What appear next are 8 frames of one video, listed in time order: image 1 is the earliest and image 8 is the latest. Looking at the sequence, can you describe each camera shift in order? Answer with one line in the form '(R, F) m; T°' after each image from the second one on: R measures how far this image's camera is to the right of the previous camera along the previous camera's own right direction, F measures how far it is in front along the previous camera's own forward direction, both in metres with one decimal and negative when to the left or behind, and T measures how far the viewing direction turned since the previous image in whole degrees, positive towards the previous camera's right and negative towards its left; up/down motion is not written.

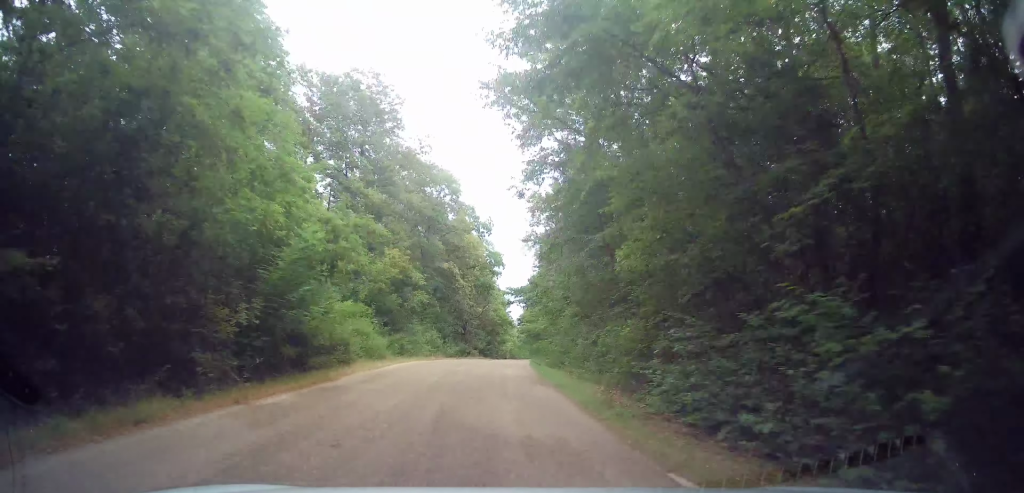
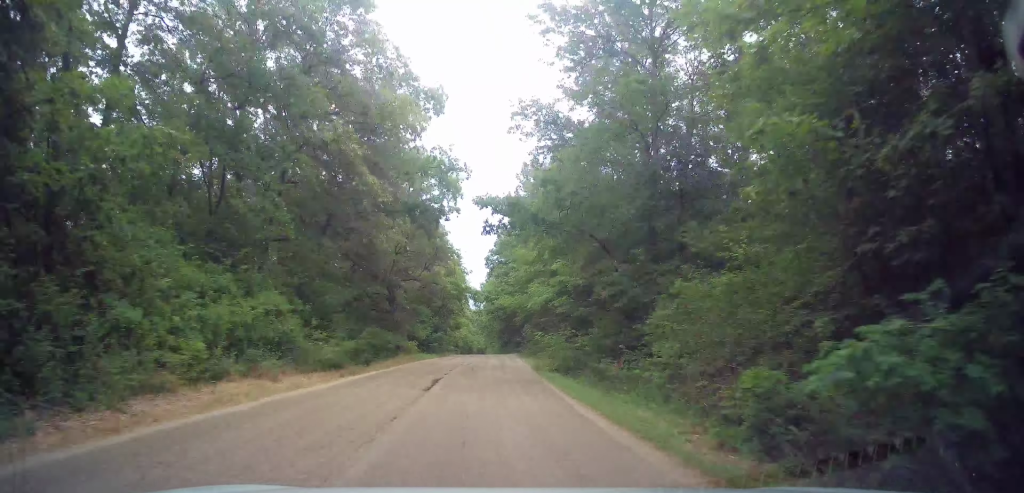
(+1.3, +24.2) m; +6°
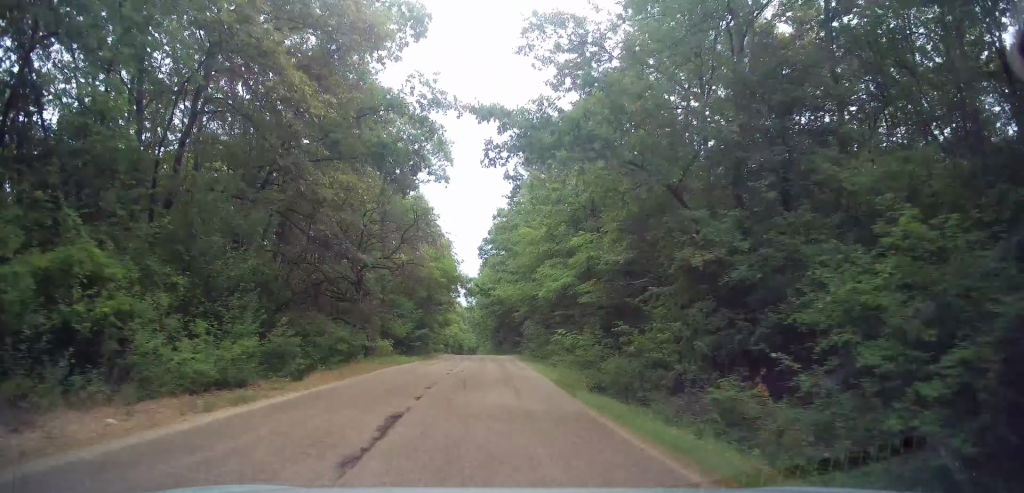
(+0.1, +8.0) m; +1°
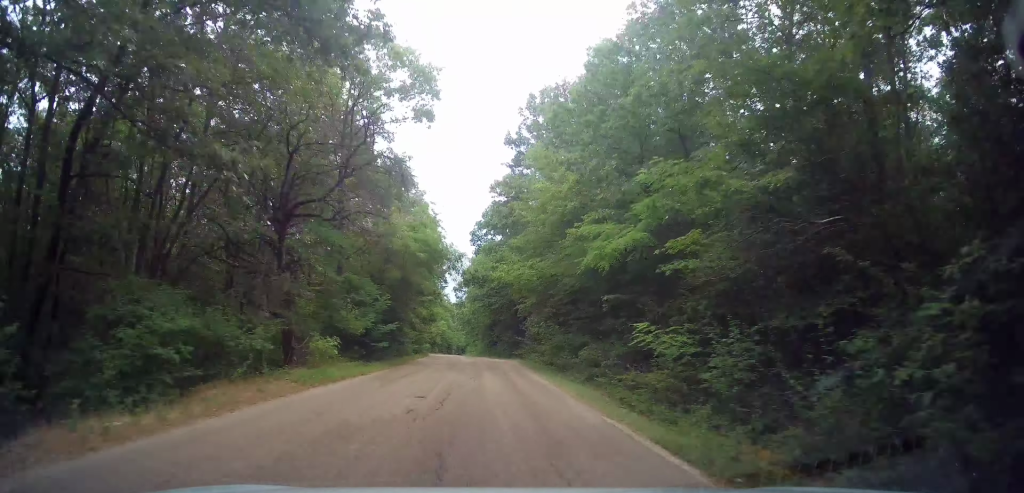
(0.0, +10.0) m; +1°
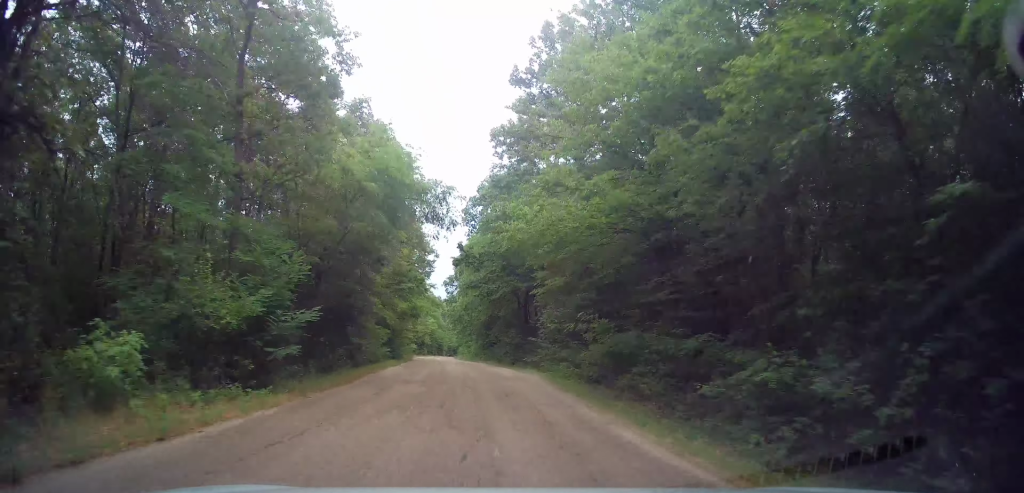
(+0.2, +12.9) m; +1°
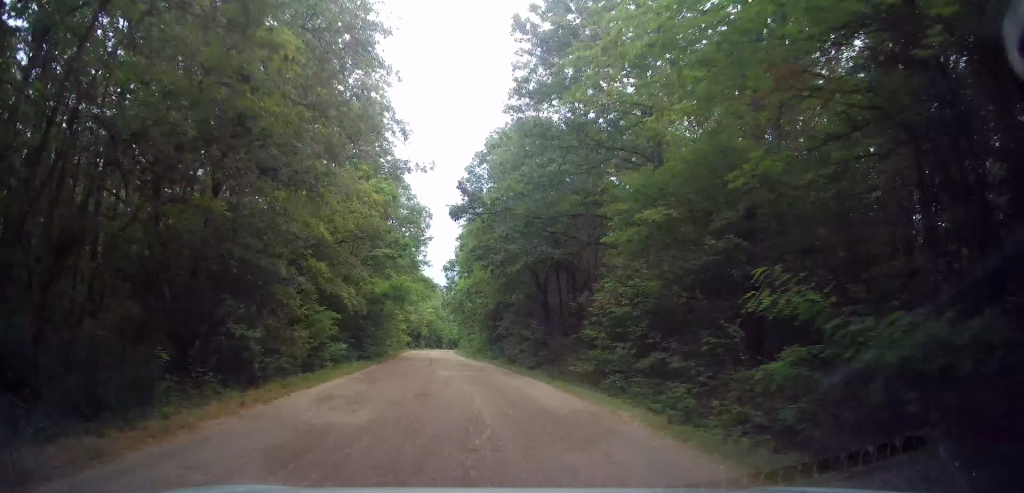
(+0.1, +13.0) m; 0°
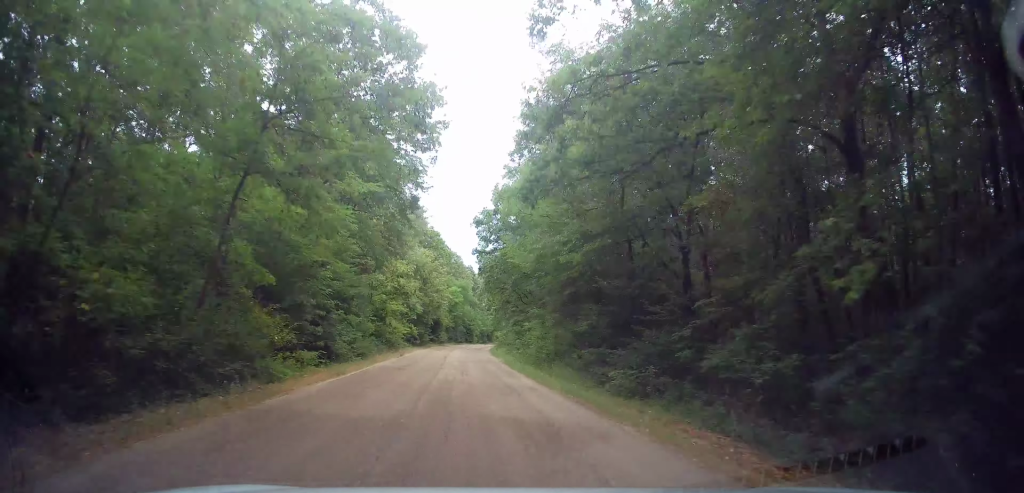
(-0.2, +34.9) m; -1°
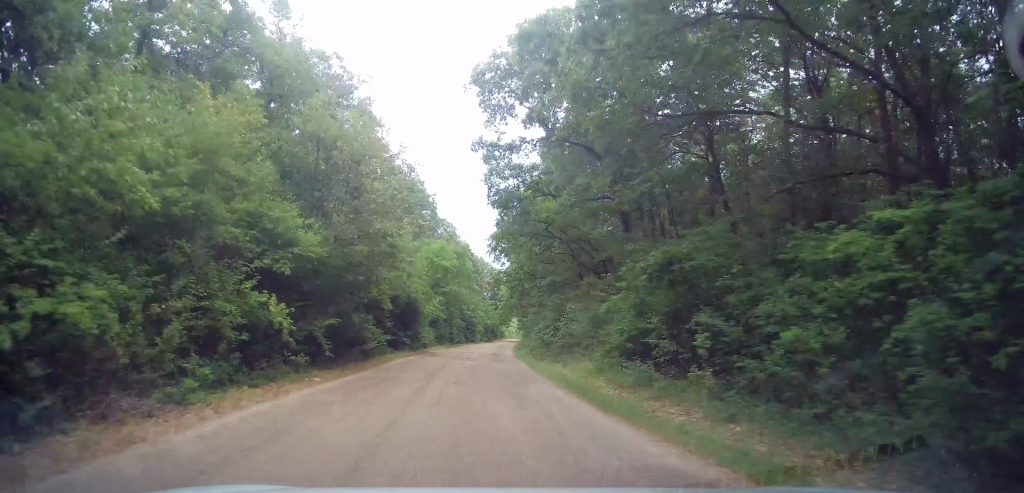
(-0.3, +32.8) m; 0°
